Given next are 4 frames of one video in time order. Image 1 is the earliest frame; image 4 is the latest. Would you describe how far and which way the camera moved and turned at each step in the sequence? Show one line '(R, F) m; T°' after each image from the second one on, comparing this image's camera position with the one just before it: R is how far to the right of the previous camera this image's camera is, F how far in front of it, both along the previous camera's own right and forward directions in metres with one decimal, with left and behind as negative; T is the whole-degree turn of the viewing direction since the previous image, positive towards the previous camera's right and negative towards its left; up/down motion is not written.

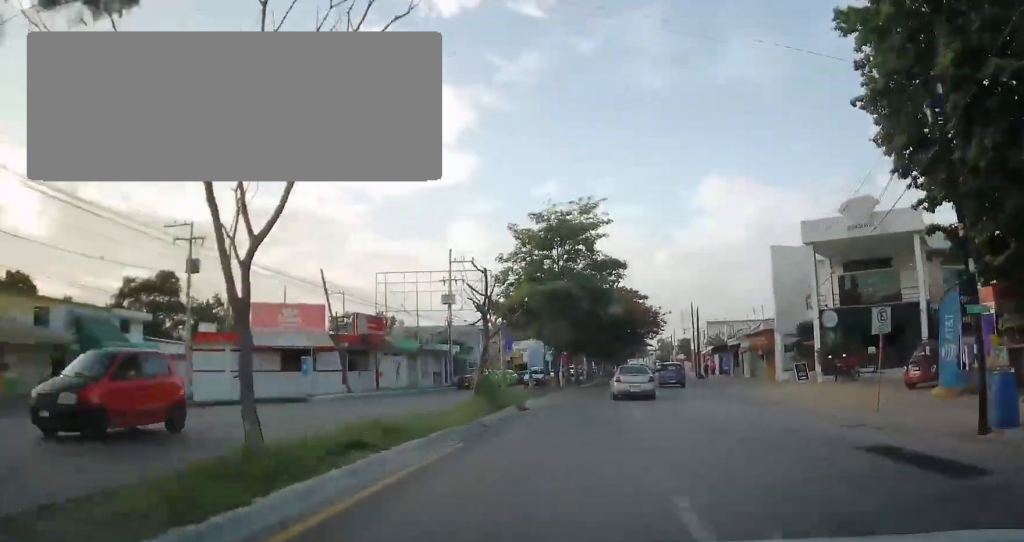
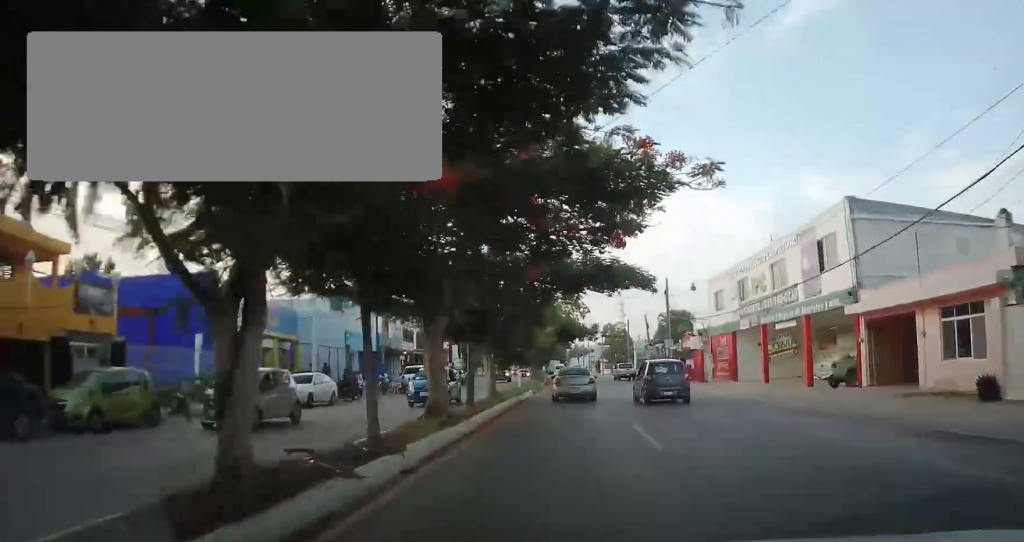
(+3.8, +73.0) m; +3°
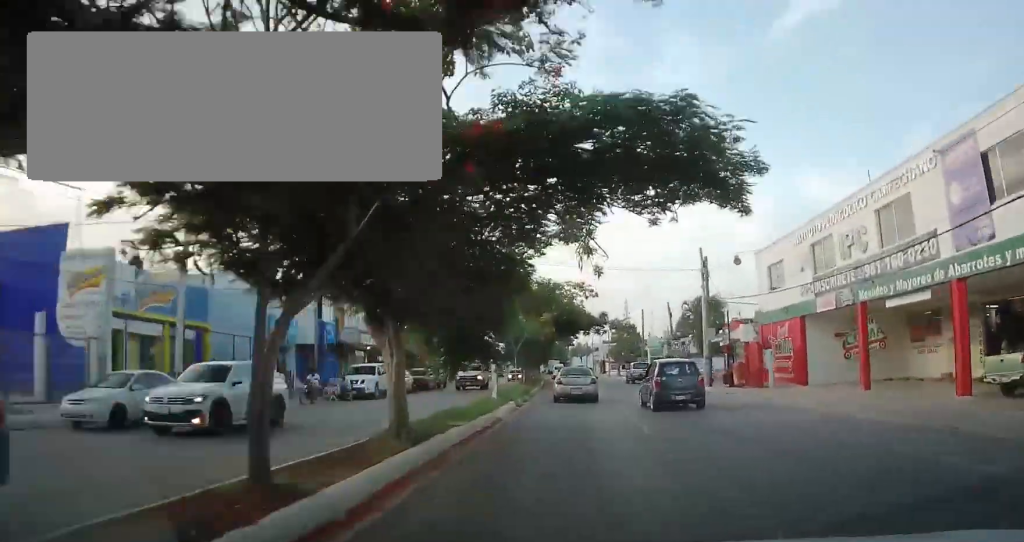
(+0.1, +13.2) m; 0°
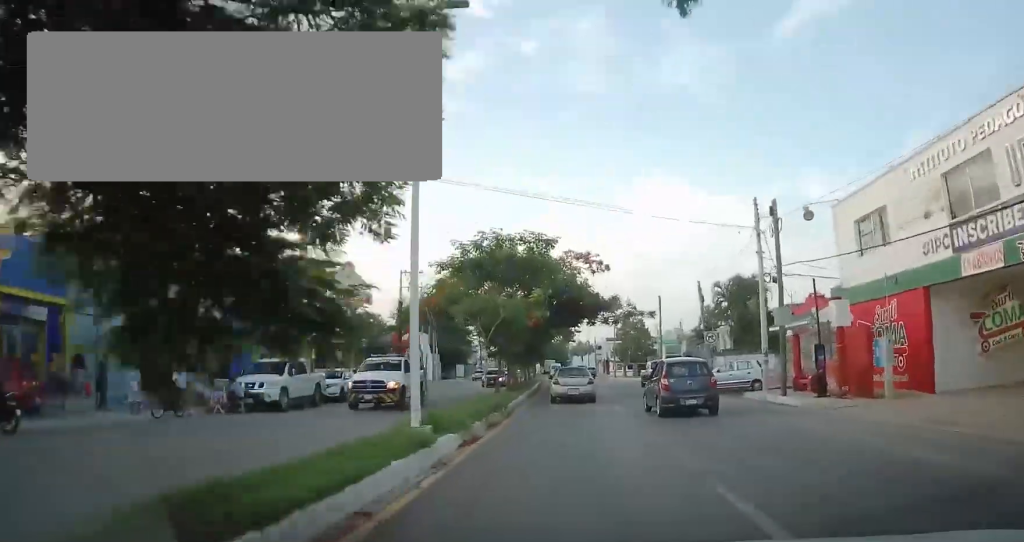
(-0.2, +12.0) m; 0°
